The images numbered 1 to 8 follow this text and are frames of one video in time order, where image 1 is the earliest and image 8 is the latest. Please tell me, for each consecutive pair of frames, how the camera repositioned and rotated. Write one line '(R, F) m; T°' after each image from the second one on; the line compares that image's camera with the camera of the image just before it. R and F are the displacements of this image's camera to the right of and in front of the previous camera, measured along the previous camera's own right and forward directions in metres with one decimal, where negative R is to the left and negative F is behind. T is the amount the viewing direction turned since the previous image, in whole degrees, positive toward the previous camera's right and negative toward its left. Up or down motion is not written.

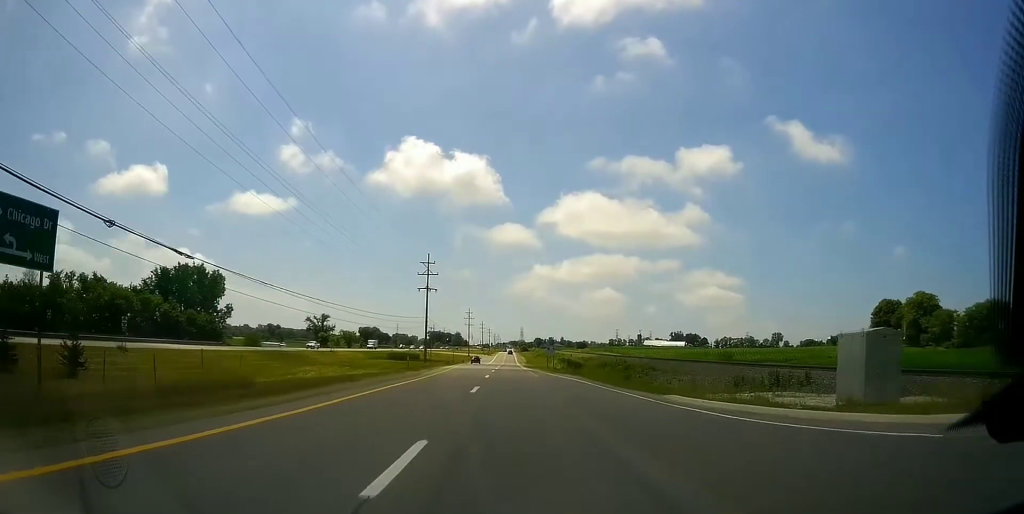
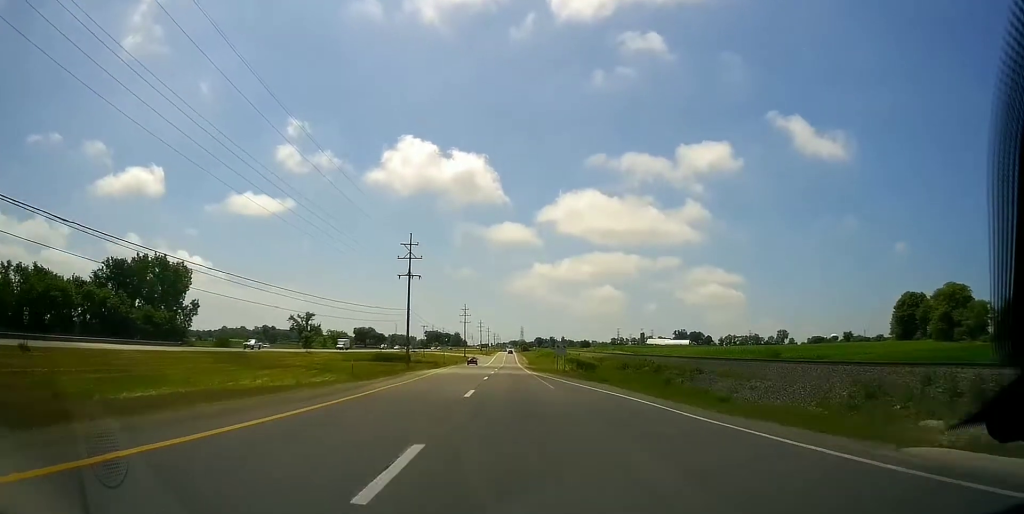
(+0.2, +17.0) m; 0°
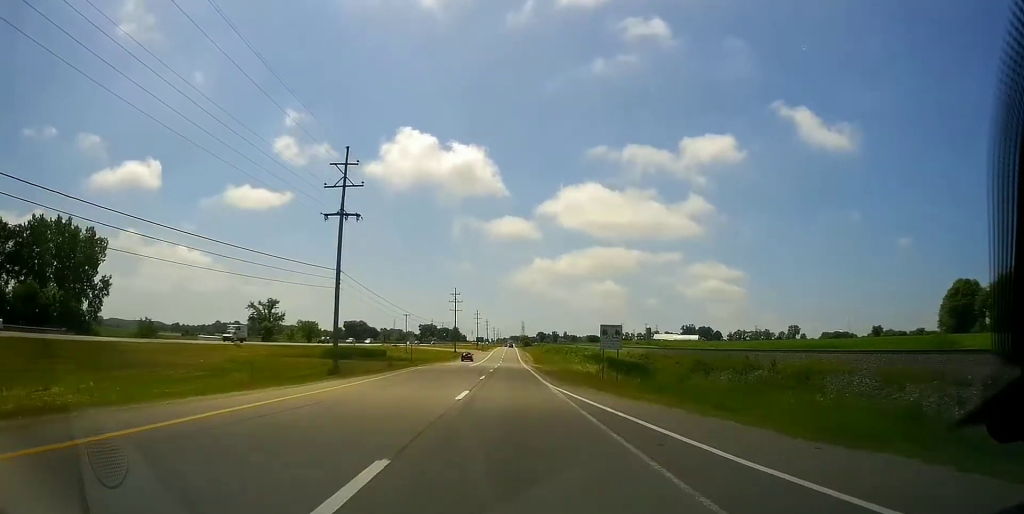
(-0.4, +32.3) m; -1°
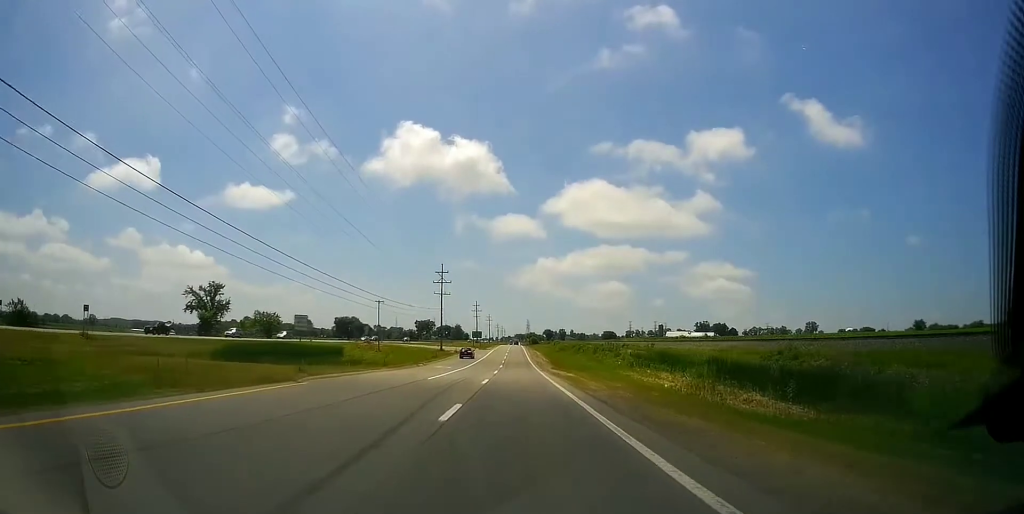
(+0.2, +36.4) m; +1°
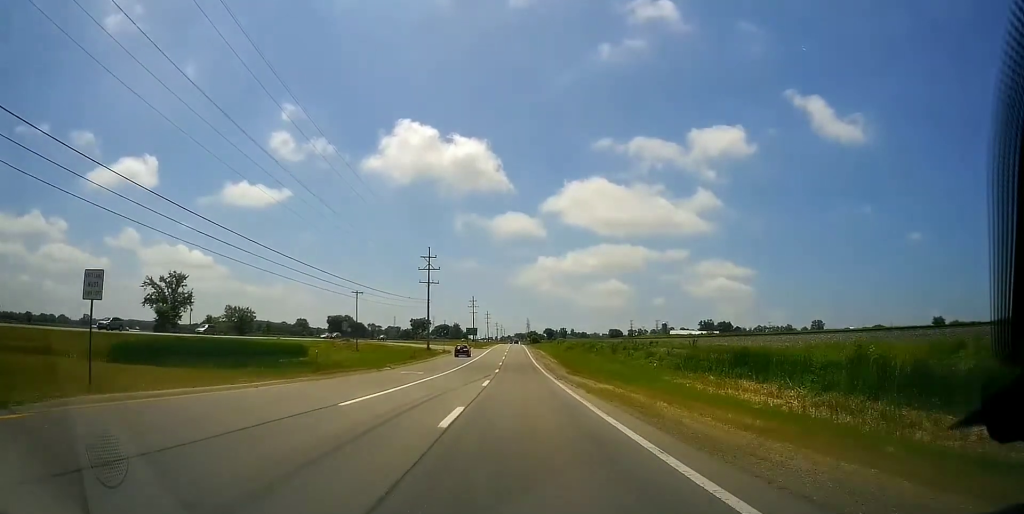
(-0.1, +16.0) m; -1°
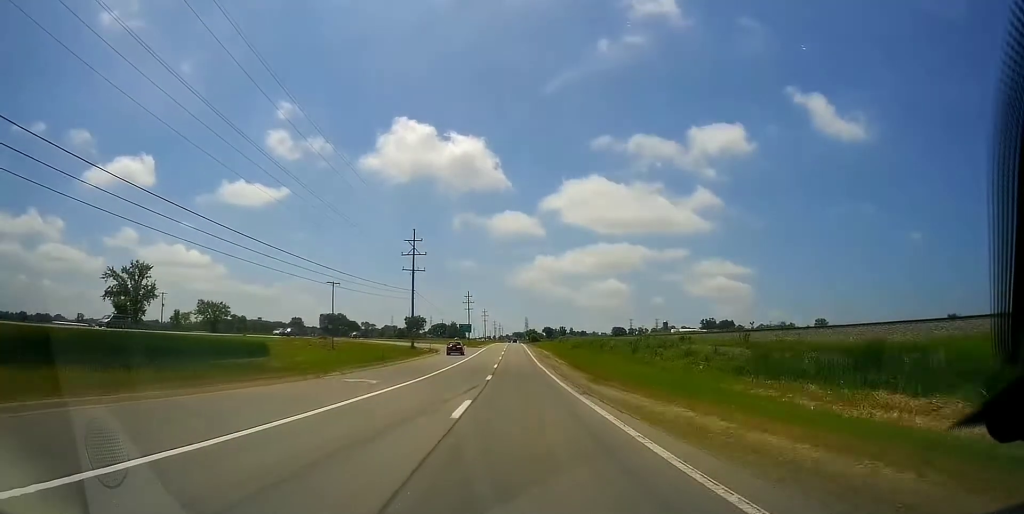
(0.0, +12.7) m; 0°
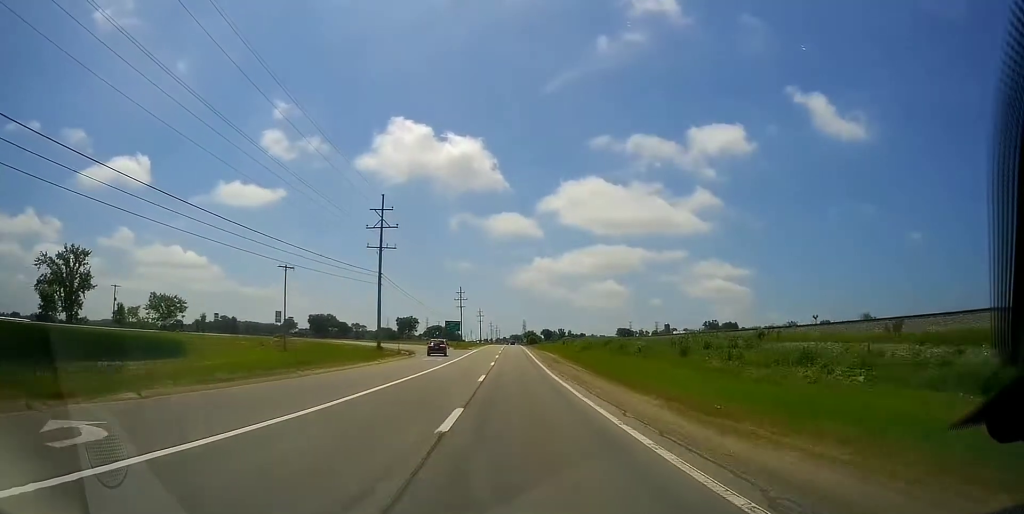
(-0.2, +18.7) m; -1°
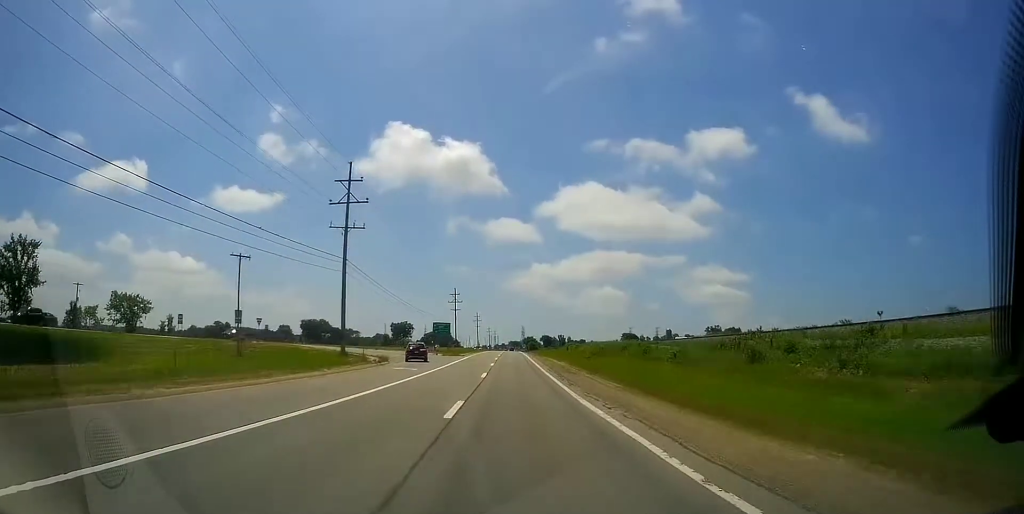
(0.0, +11.9) m; 0°
